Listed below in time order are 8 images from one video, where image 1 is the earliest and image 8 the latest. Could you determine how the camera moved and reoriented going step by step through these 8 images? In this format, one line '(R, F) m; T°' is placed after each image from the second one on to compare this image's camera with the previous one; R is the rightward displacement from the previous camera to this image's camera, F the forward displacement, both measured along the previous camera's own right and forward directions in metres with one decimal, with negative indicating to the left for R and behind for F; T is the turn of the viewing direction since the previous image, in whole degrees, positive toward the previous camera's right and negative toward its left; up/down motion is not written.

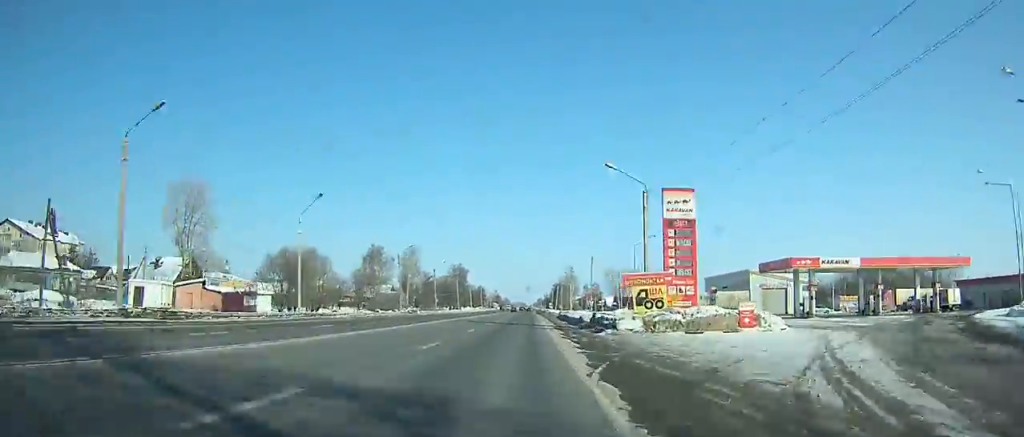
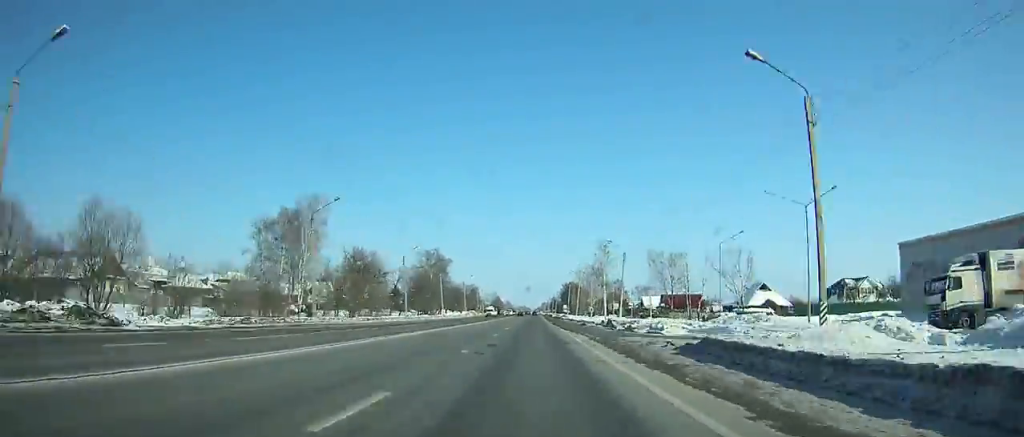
(-0.3, +71.5) m; 0°
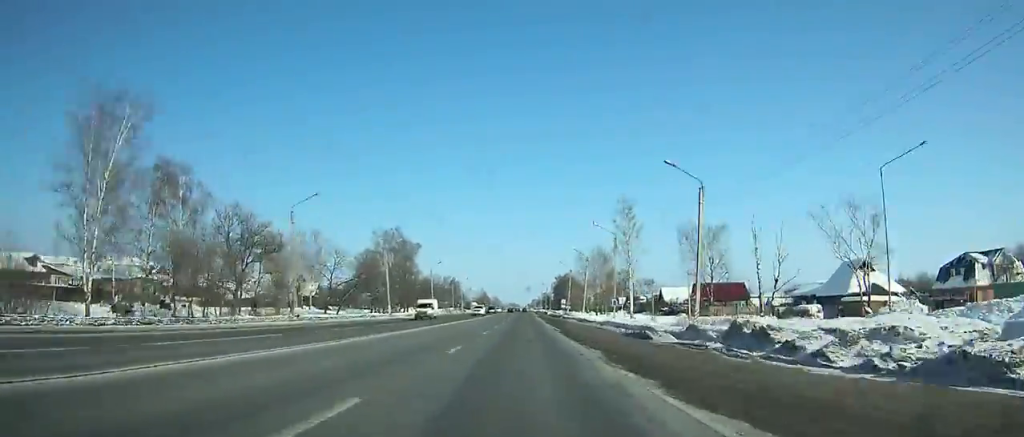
(+0.1, +37.2) m; 0°
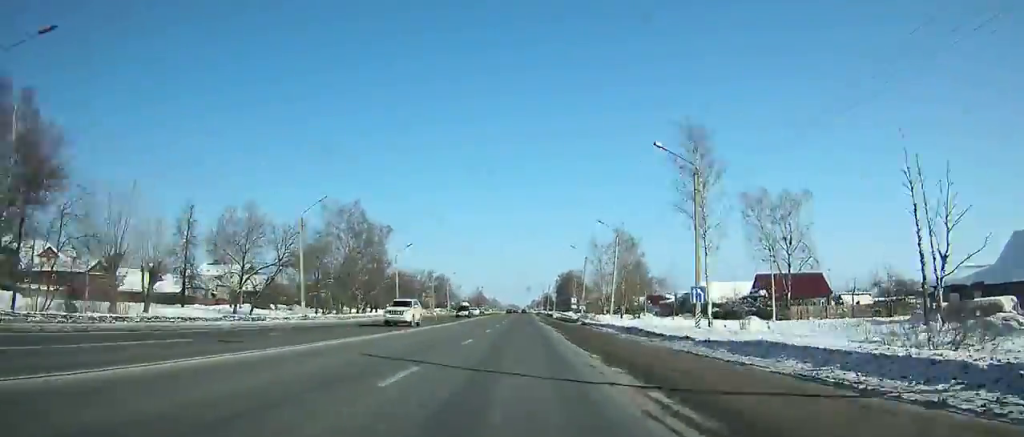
(+0.3, +31.2) m; 0°
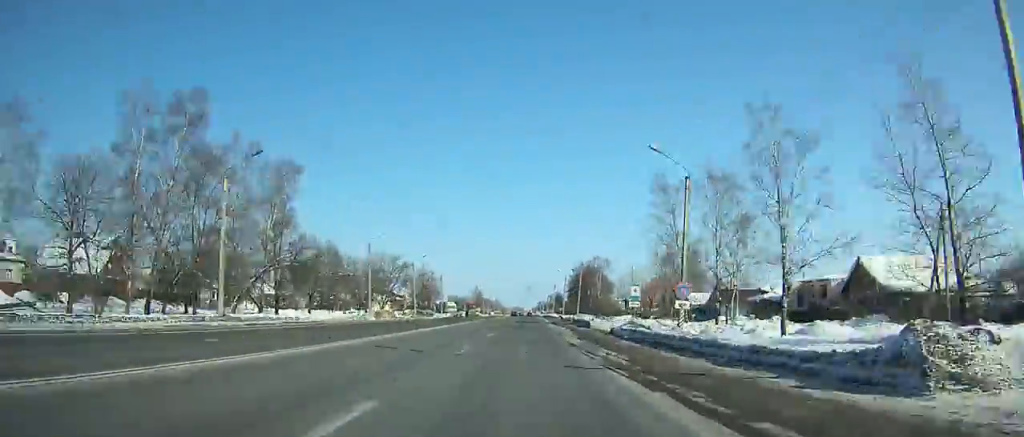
(+0.1, +52.0) m; 0°
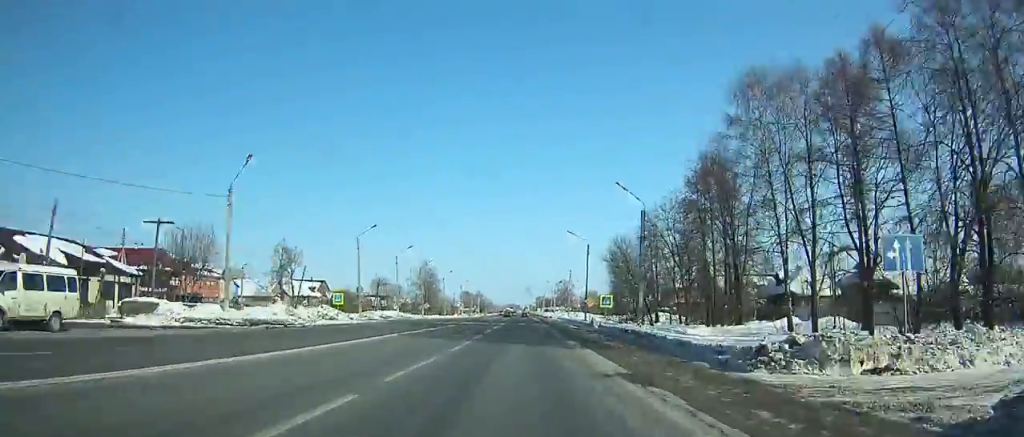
(-0.5, +165.5) m; 0°
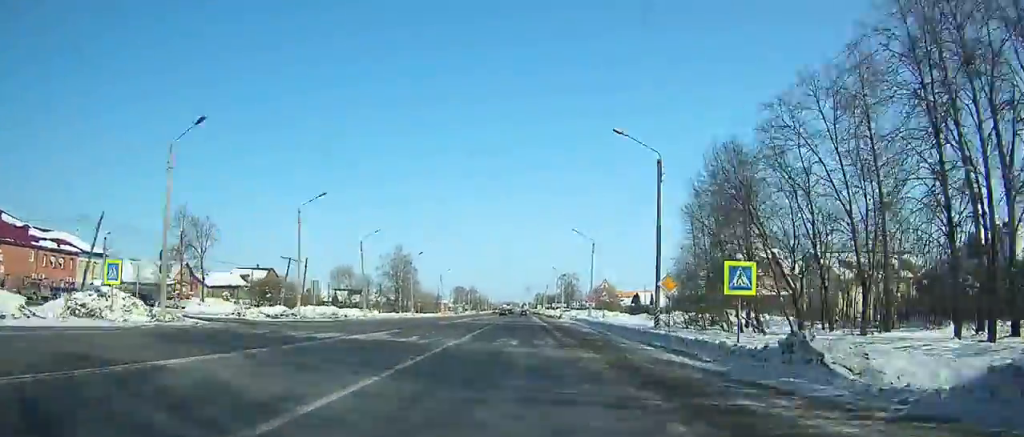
(+0.1, +36.5) m; 0°
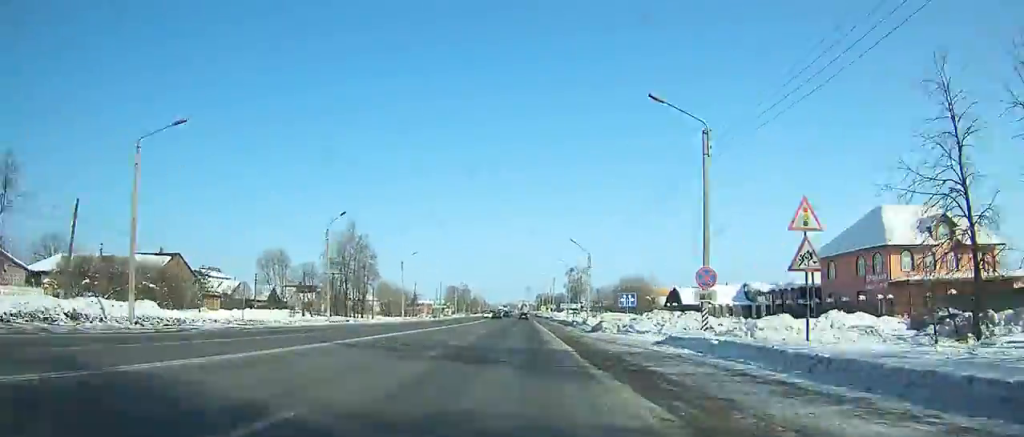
(-0.1, +42.2) m; 0°
